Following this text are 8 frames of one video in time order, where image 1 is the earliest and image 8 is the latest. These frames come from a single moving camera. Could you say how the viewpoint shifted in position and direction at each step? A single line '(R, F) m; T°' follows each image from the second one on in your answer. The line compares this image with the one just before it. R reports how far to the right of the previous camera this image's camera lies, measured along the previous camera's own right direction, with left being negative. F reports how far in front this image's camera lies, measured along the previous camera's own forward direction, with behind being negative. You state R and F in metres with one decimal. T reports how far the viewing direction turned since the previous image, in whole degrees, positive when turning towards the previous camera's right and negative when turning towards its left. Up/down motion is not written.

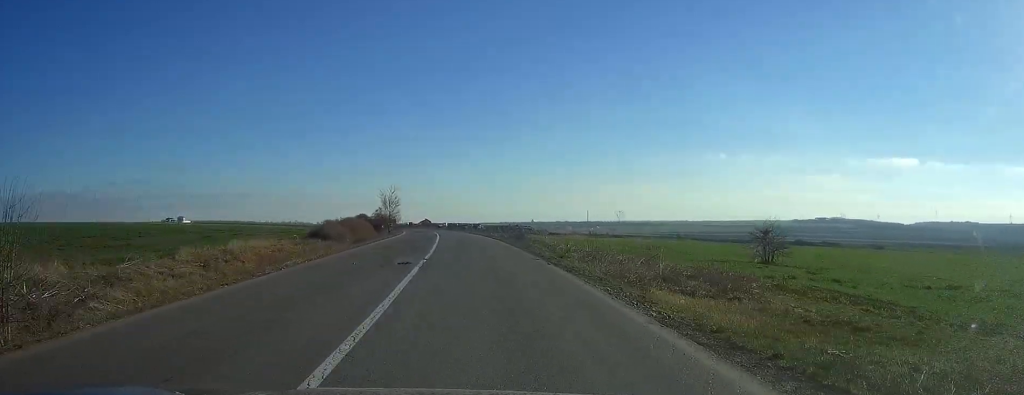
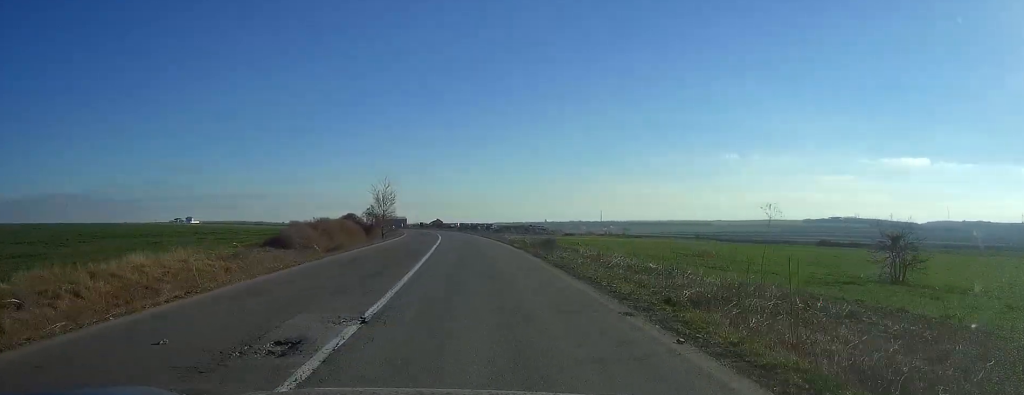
(0.0, +14.2) m; 0°
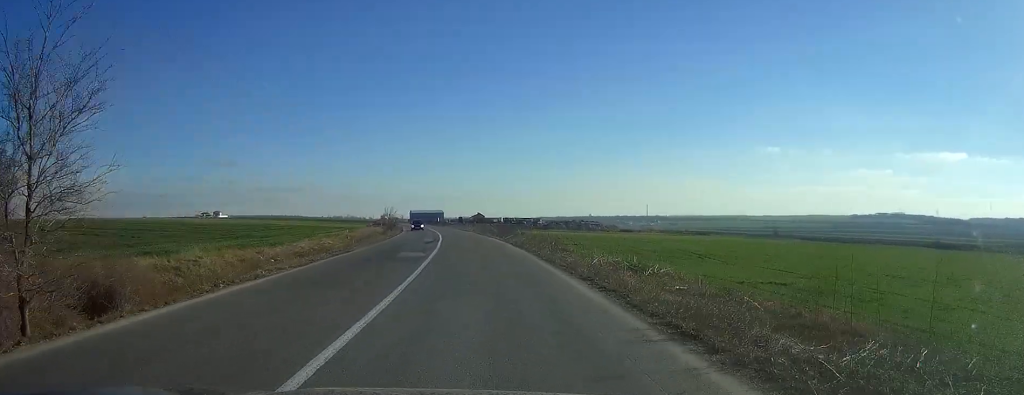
(0.0, +57.7) m; 0°
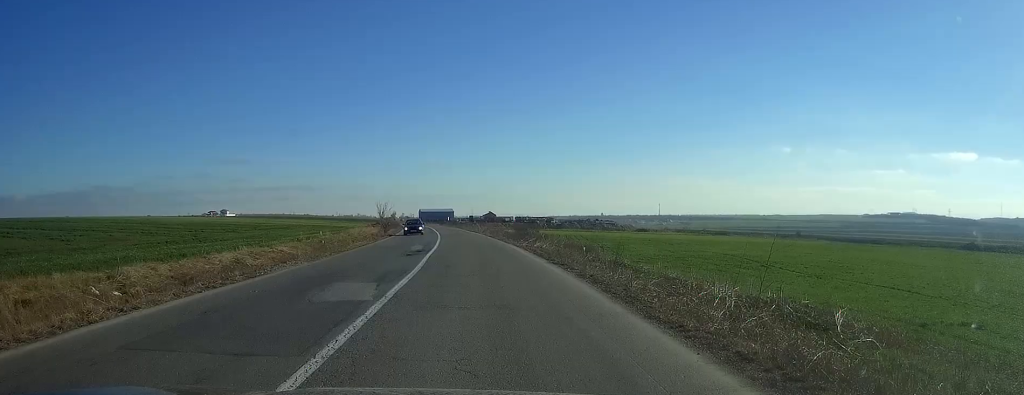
(0.0, +15.1) m; 0°
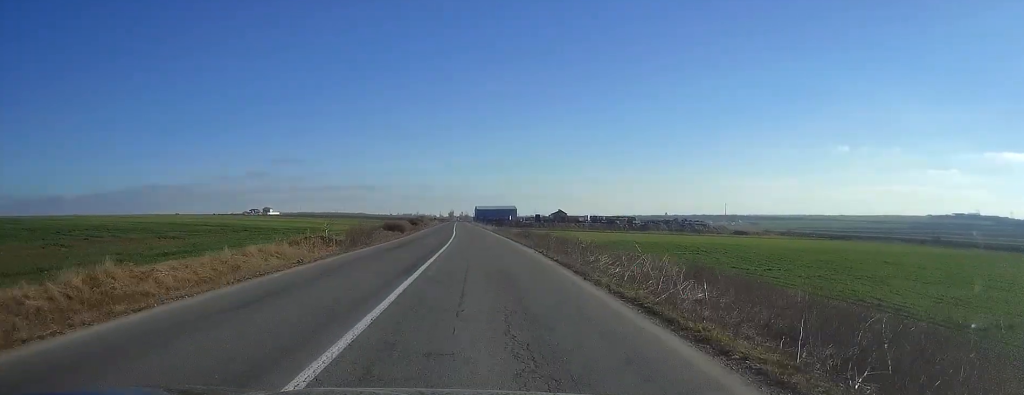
(0.0, +77.3) m; 0°
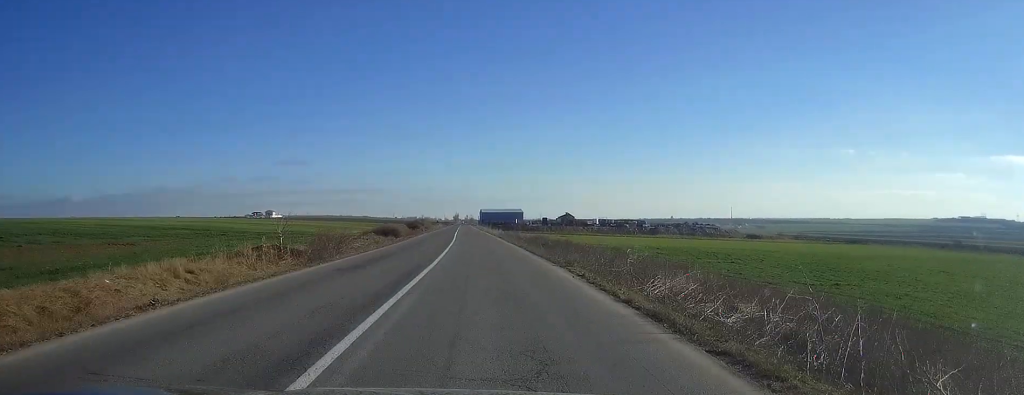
(0.0, +11.5) m; 0°
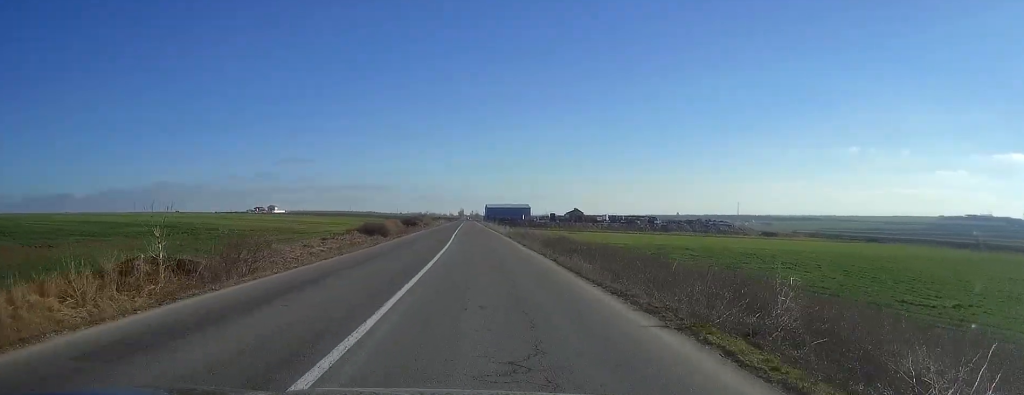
(0.0, +14.2) m; 0°
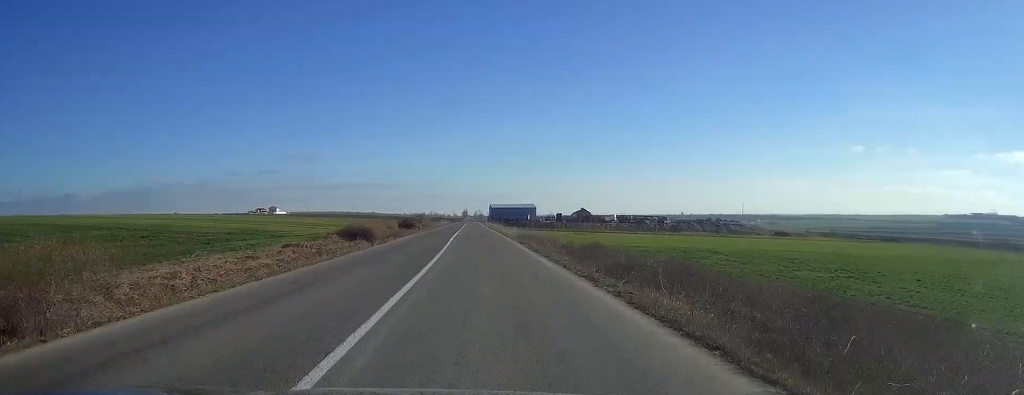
(0.0, +11.6) m; 0°
